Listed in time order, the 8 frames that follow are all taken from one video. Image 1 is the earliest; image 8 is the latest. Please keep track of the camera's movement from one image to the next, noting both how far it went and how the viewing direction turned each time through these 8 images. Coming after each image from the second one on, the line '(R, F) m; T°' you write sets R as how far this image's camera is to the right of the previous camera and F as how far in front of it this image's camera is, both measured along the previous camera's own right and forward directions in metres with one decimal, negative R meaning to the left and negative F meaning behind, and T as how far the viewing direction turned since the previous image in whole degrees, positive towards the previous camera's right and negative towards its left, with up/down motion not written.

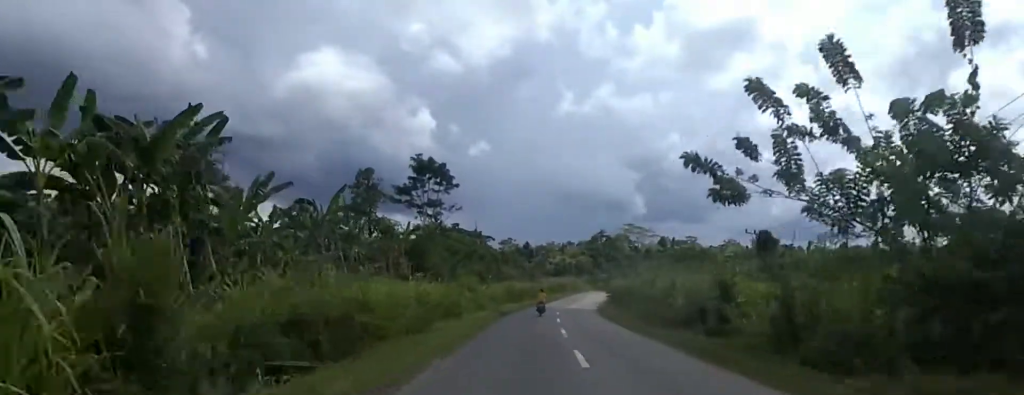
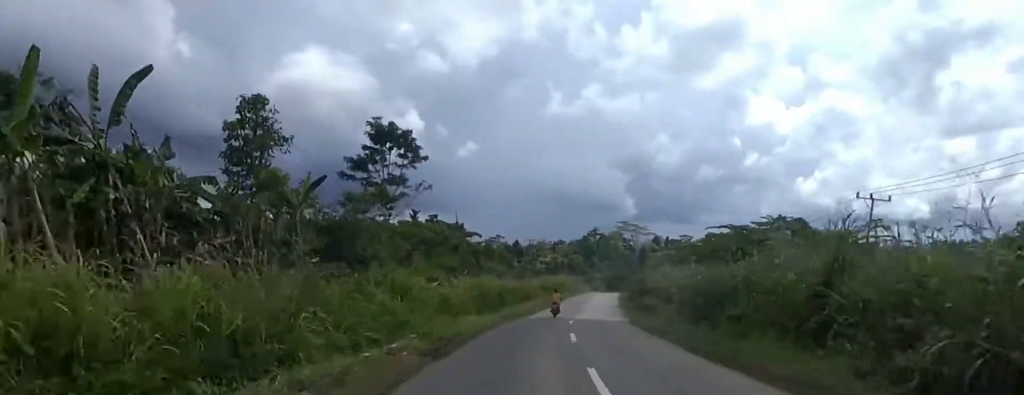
(-1.8, +19.0) m; -4°
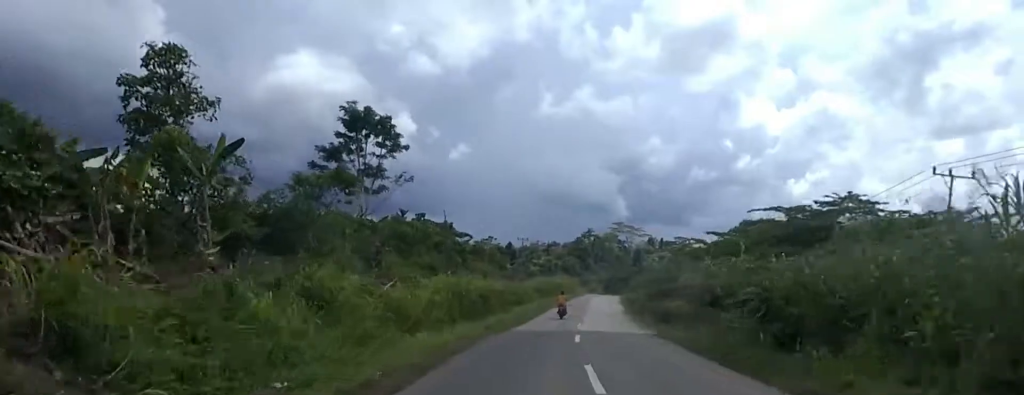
(0.0, +7.0) m; +1°
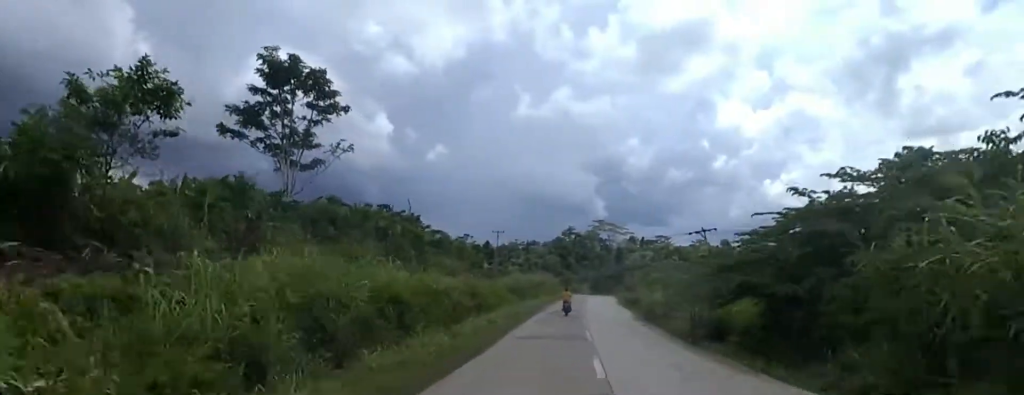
(+0.2, +13.8) m; +2°
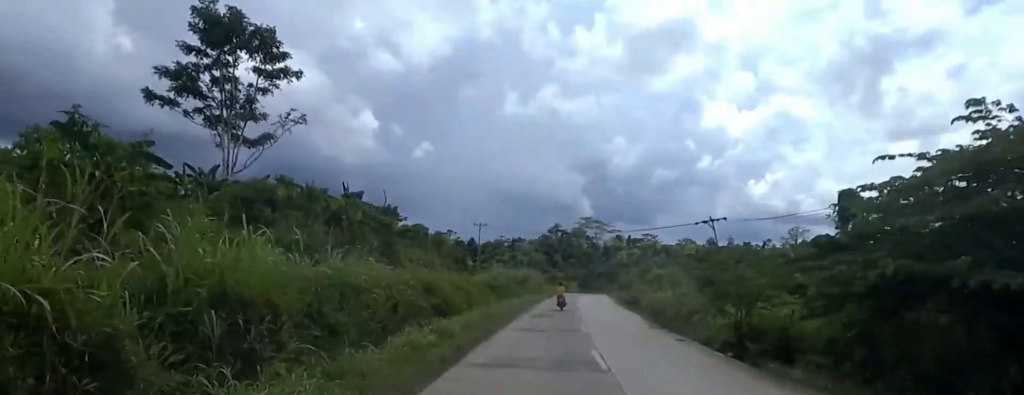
(-0.4, +7.4) m; +3°
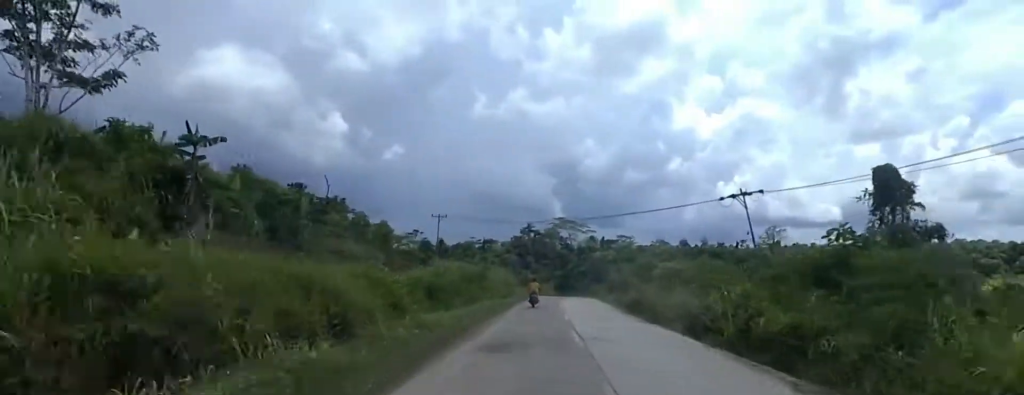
(+1.4, +14.6) m; +6°
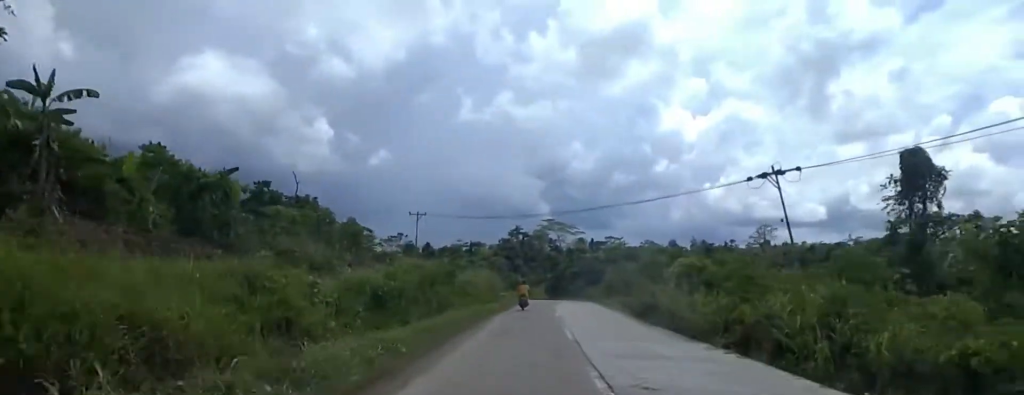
(0.0, +7.0) m; -2°
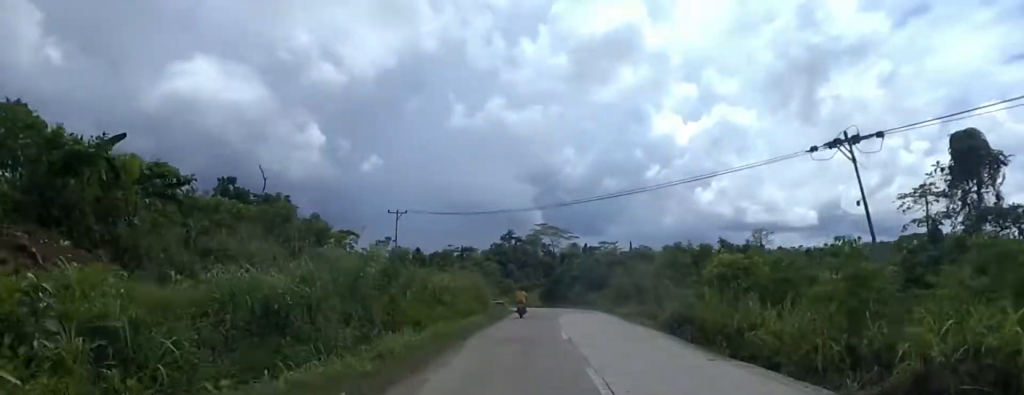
(-0.1, +7.7) m; -2°
